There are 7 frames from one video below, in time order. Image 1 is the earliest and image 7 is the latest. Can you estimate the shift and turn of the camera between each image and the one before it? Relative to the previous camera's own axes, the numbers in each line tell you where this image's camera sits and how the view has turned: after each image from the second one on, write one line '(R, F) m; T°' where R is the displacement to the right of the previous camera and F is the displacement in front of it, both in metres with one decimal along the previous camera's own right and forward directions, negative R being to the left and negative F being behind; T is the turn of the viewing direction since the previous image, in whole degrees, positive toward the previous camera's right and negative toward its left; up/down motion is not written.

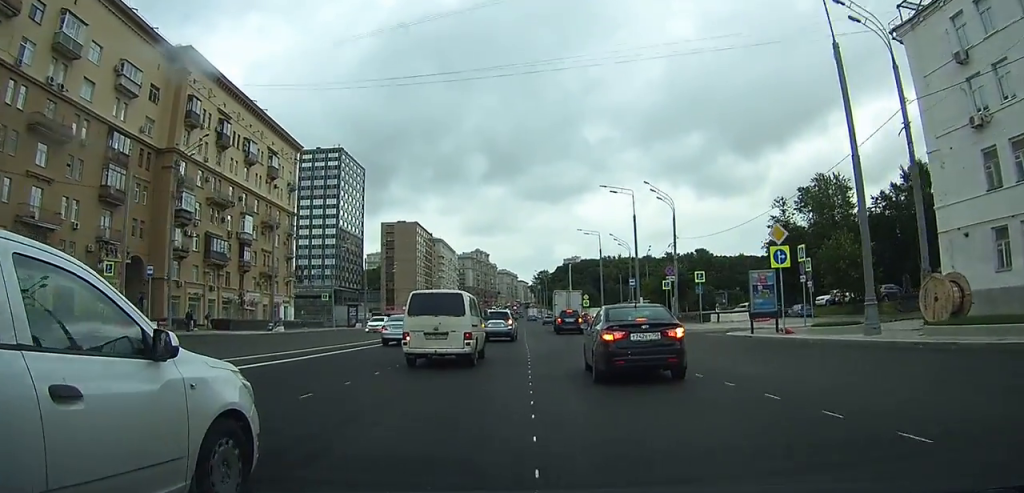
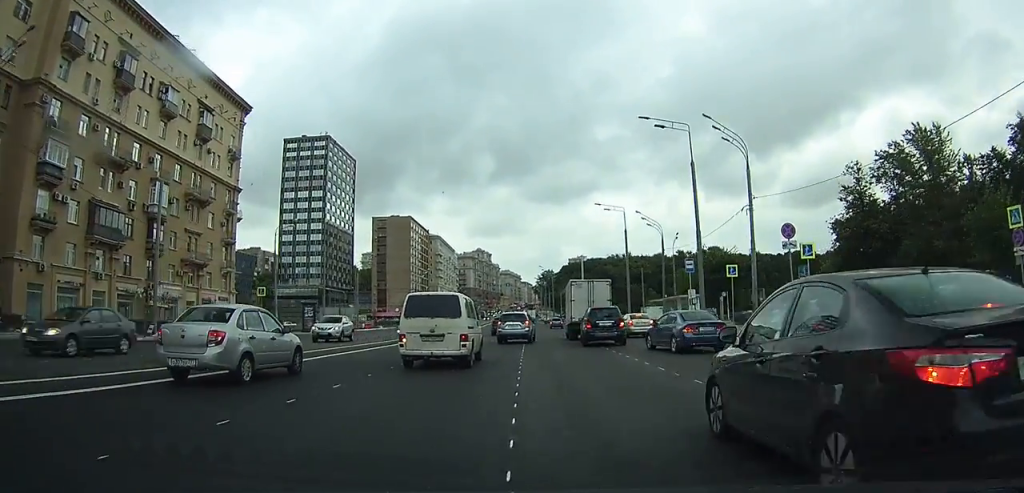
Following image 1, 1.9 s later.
(+0.1, +21.6) m; 0°
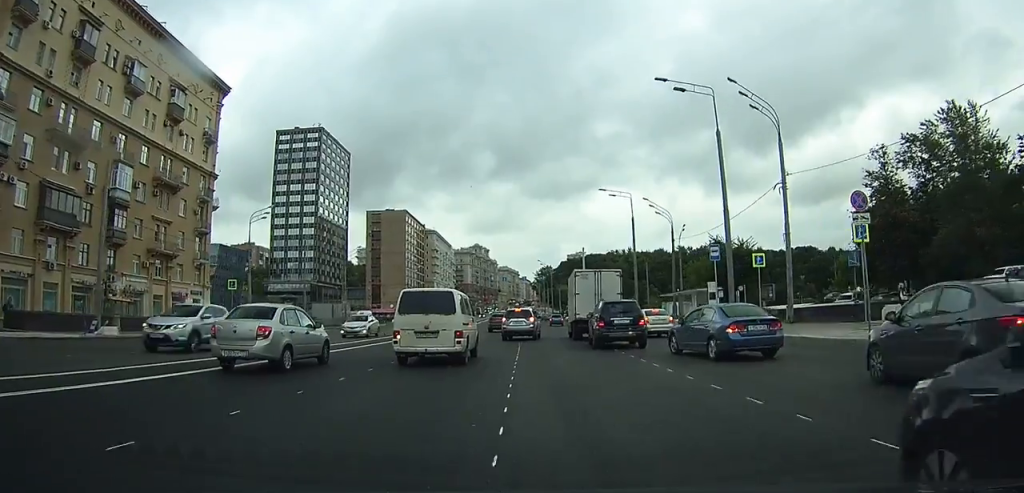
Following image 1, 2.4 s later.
(0.0, +6.0) m; -1°
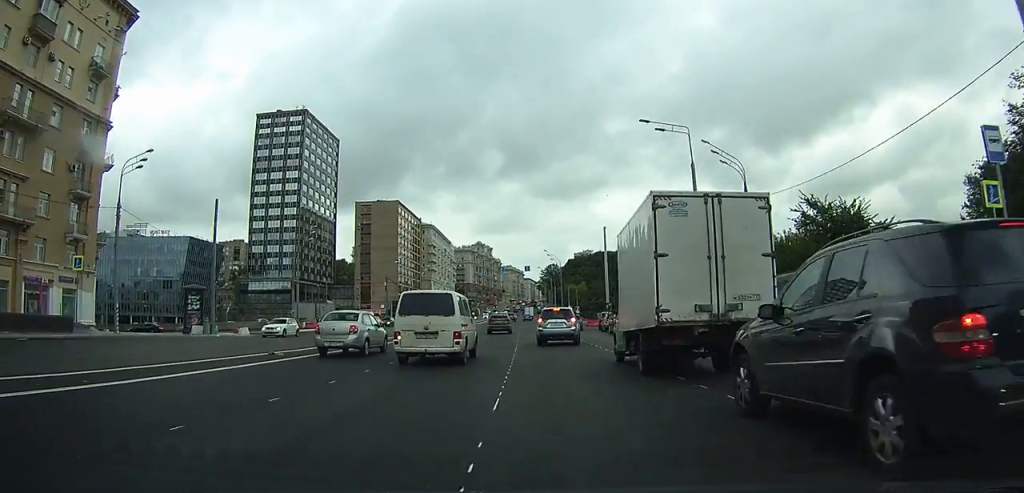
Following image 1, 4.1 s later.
(-0.4, +21.9) m; -2°
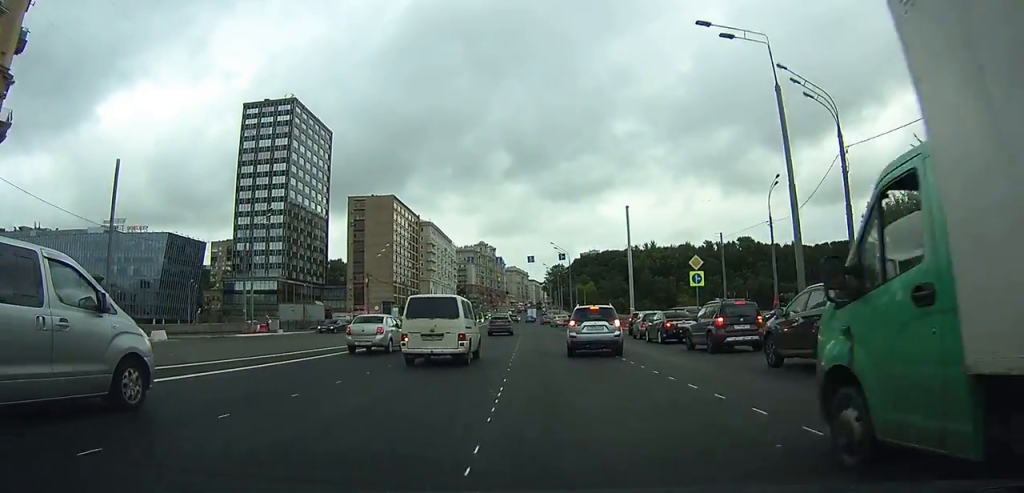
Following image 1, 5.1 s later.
(0.0, +14.1) m; 0°
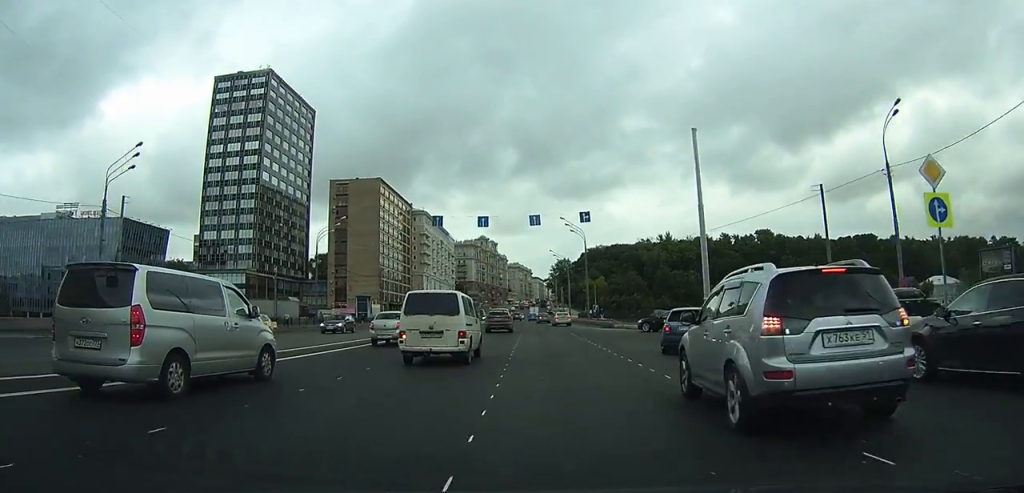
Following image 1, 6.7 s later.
(+0.2, +23.1) m; +2°
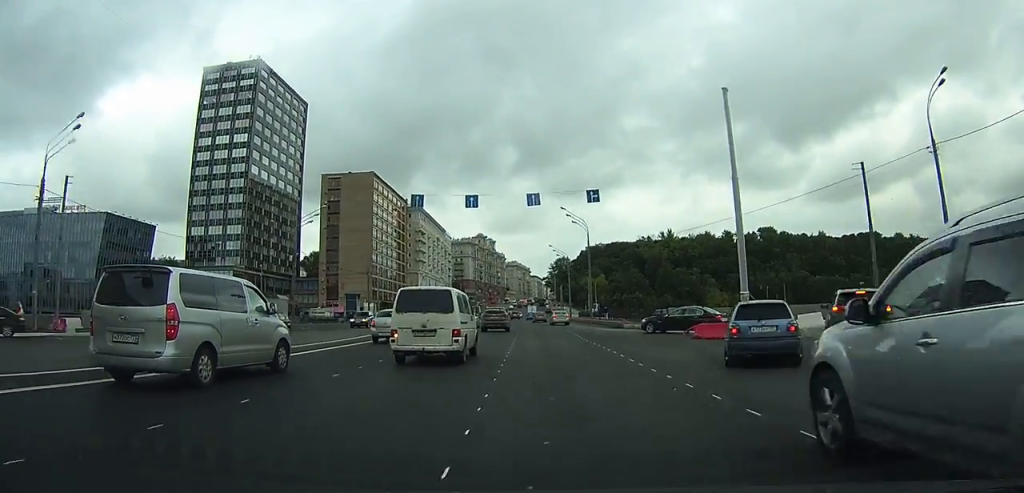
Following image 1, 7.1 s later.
(0.0, +6.1) m; +1°
